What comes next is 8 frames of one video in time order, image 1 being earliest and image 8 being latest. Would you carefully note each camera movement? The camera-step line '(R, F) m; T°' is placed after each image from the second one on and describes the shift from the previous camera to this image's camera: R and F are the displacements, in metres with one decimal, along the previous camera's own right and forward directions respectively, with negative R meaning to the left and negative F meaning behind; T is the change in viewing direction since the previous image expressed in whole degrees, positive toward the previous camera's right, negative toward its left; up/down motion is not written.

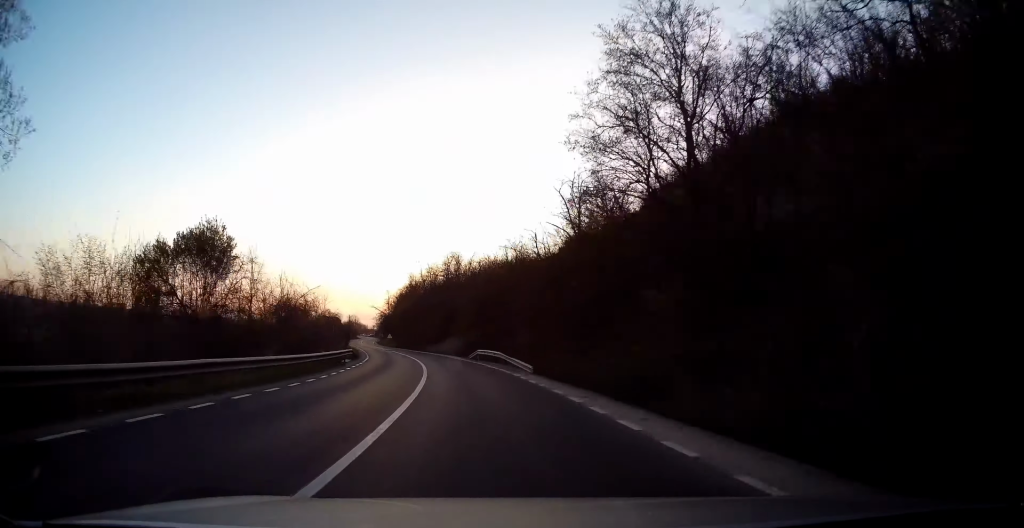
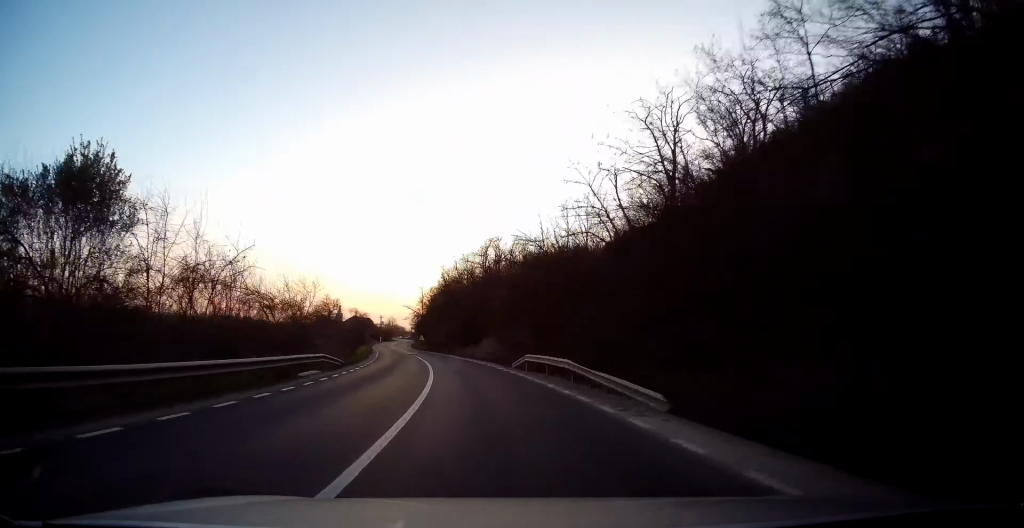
(-0.3, +13.9) m; -4°
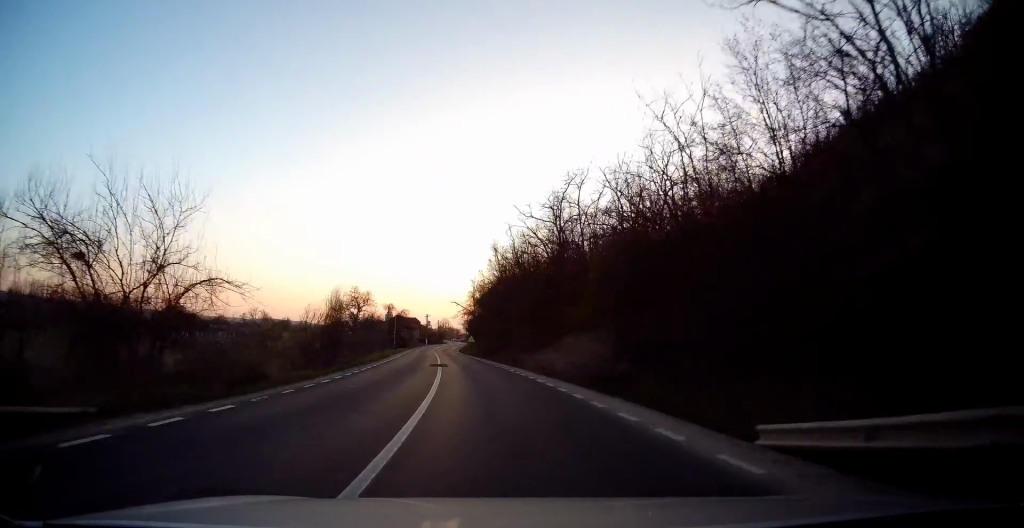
(-1.4, +23.0) m; -7°
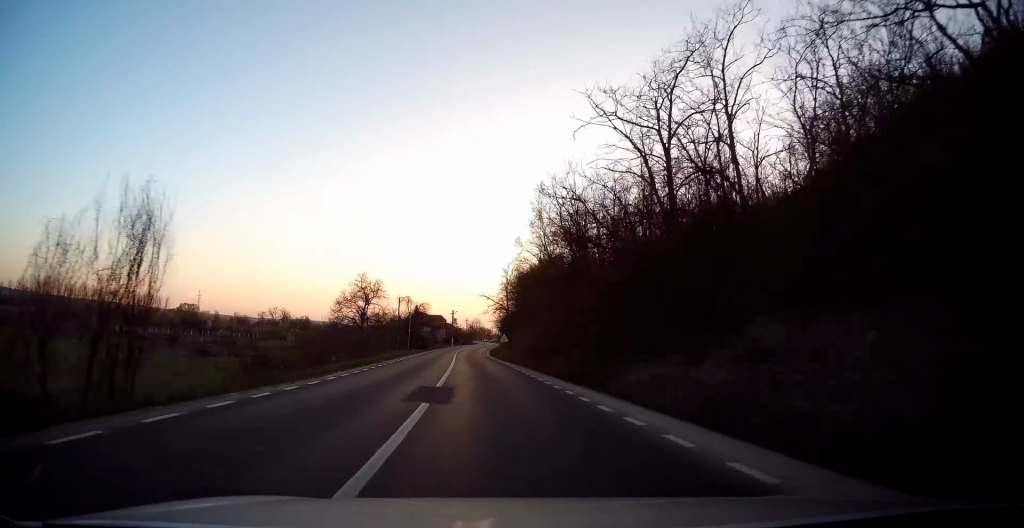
(-0.9, +18.1) m; -4°
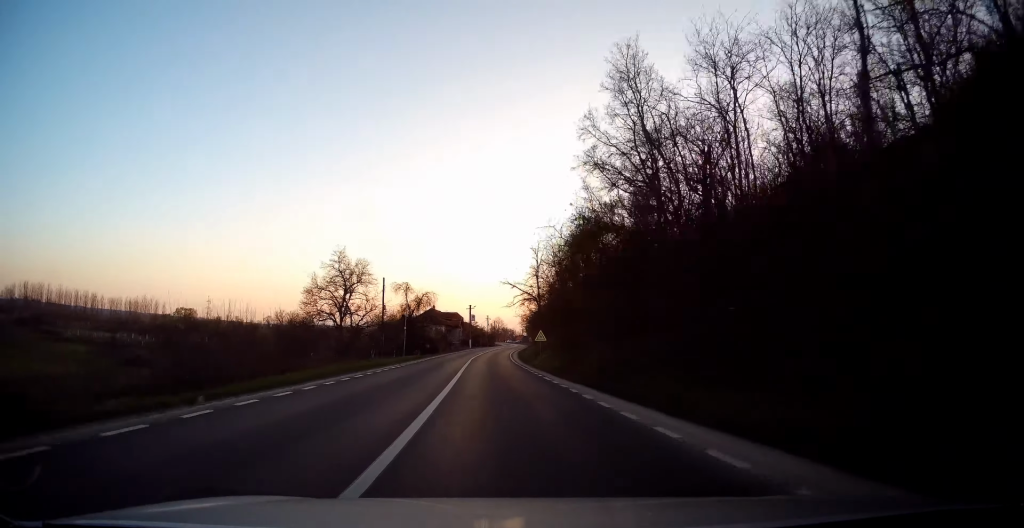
(-0.7, +23.2) m; -4°
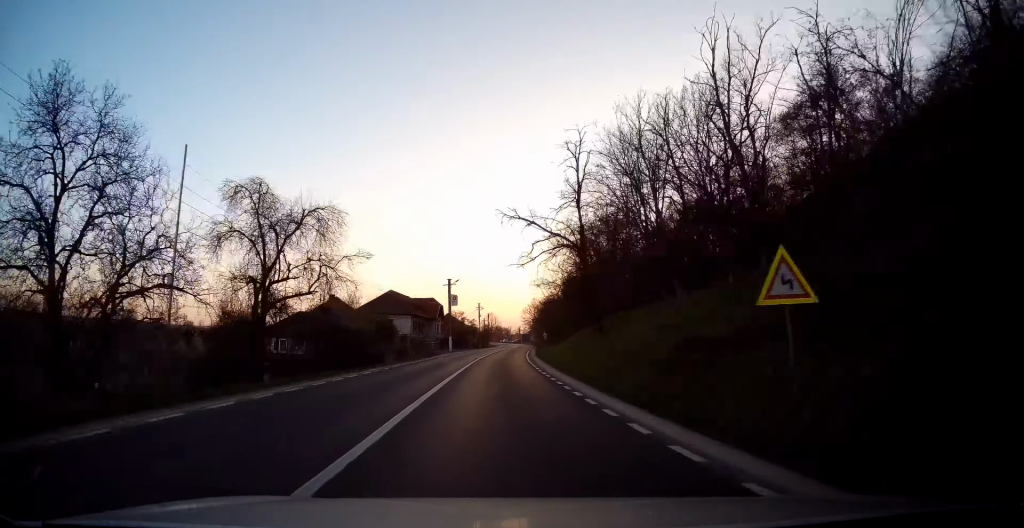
(-1.4, +42.5) m; -1°
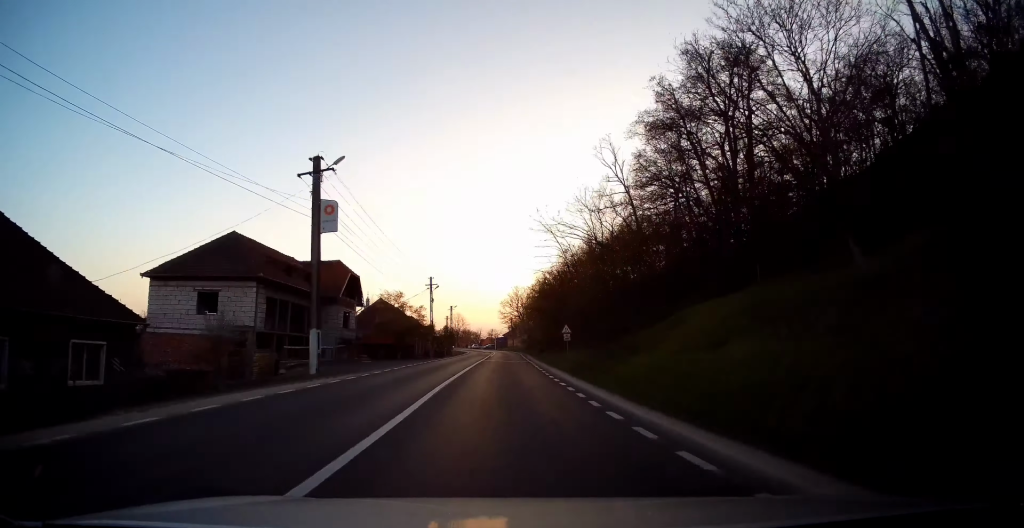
(+0.8, +42.1) m; +3°
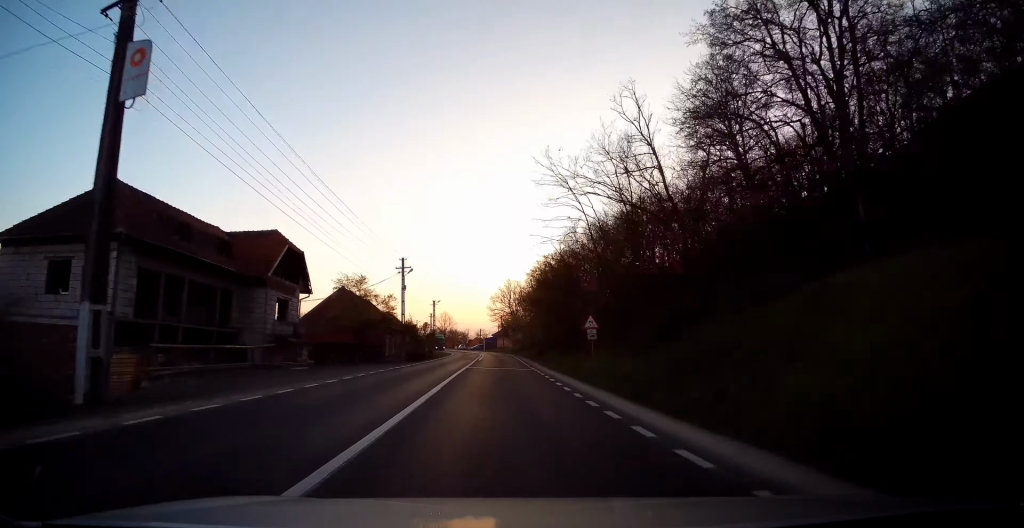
(+0.2, +11.9) m; +1°
